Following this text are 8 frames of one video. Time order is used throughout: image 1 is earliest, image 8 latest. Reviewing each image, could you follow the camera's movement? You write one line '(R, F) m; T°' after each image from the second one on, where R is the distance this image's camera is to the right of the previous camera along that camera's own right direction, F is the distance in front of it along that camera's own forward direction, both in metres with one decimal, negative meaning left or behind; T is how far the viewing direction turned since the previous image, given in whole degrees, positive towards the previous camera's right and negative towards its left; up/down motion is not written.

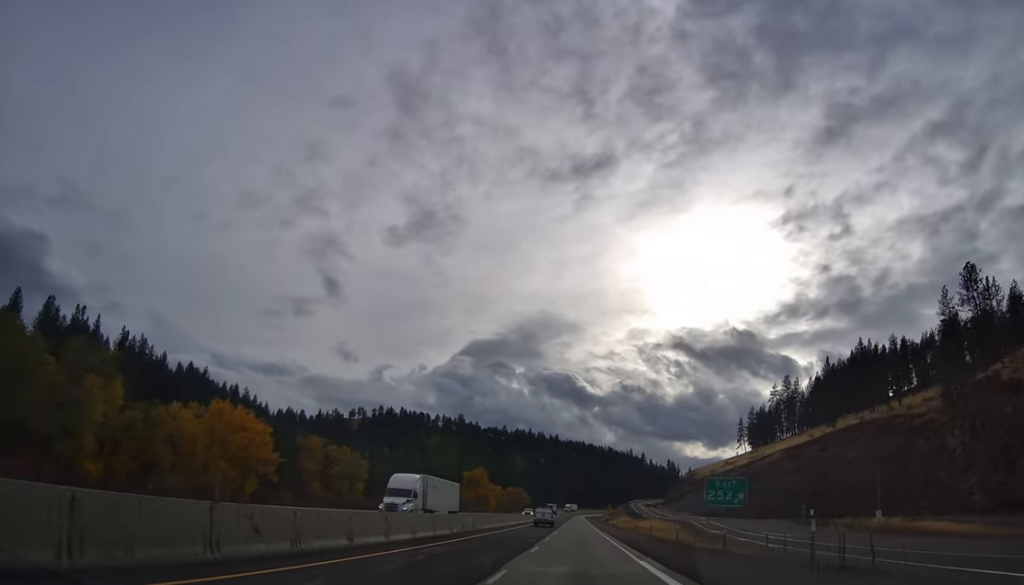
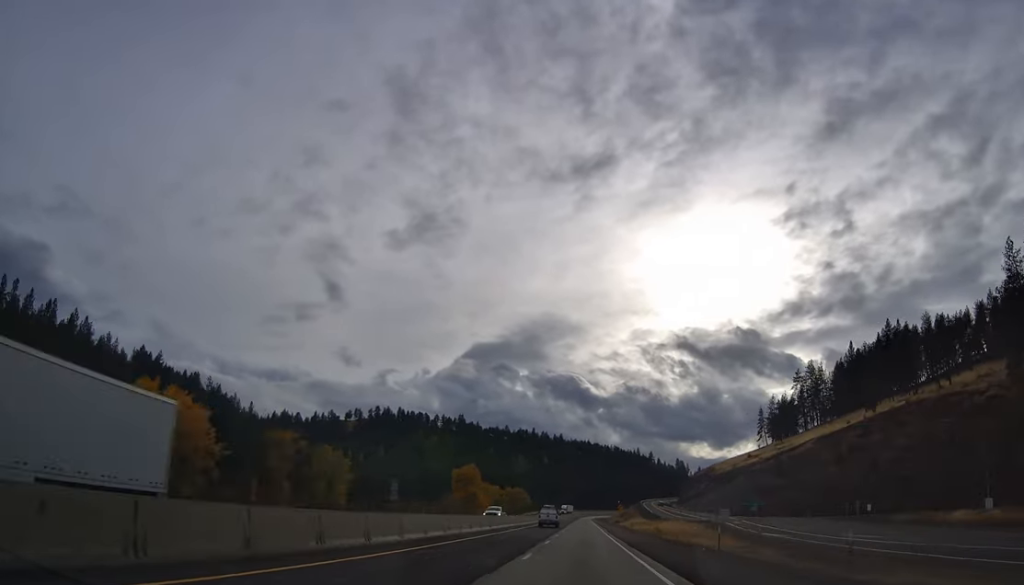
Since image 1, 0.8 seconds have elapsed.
(-0.1, +29.3) m; 0°
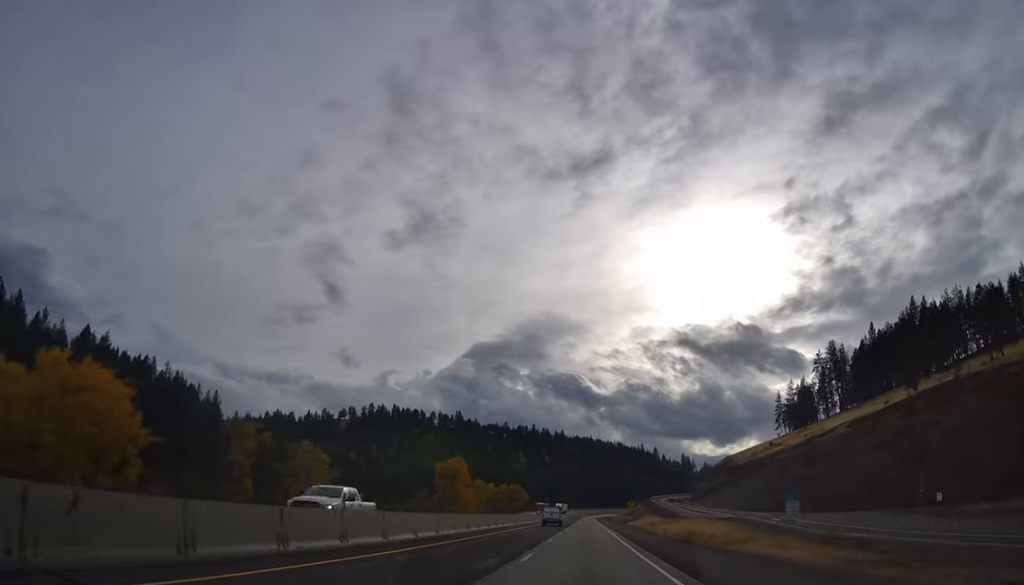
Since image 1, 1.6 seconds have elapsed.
(0.0, +25.7) m; 0°
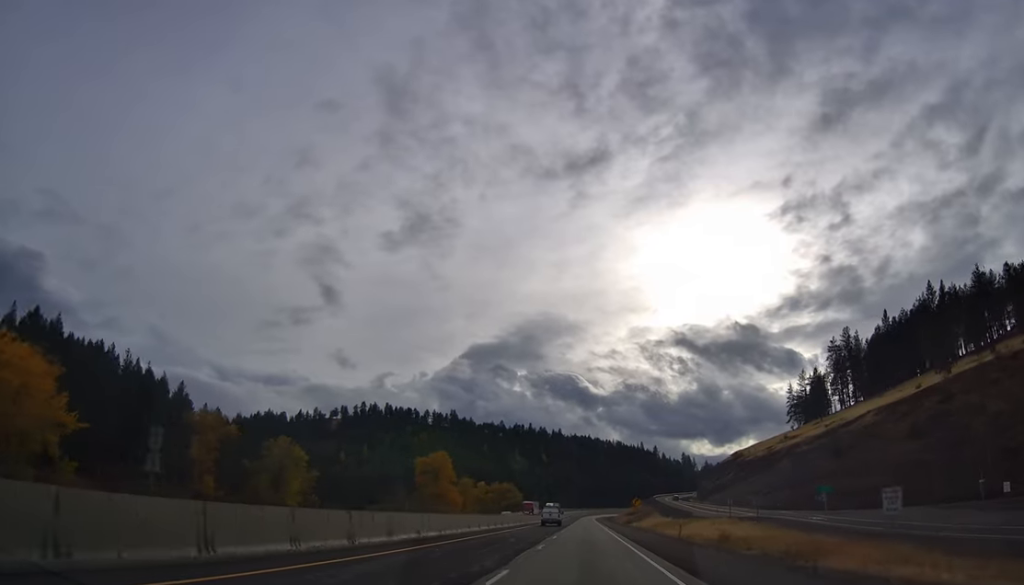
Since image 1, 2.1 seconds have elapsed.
(0.0, +18.7) m; -1°
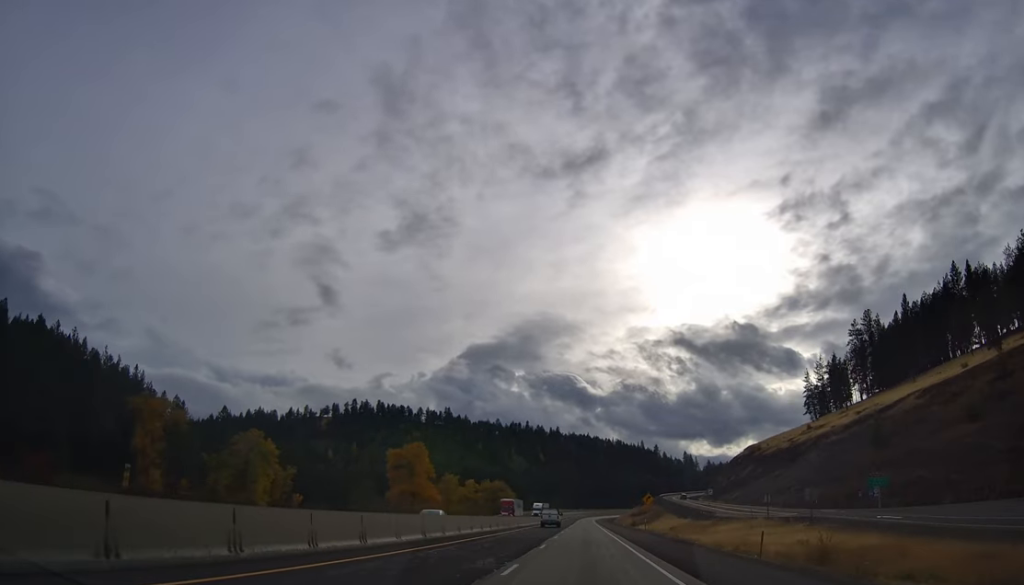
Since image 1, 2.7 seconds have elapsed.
(0.0, +22.2) m; -1°
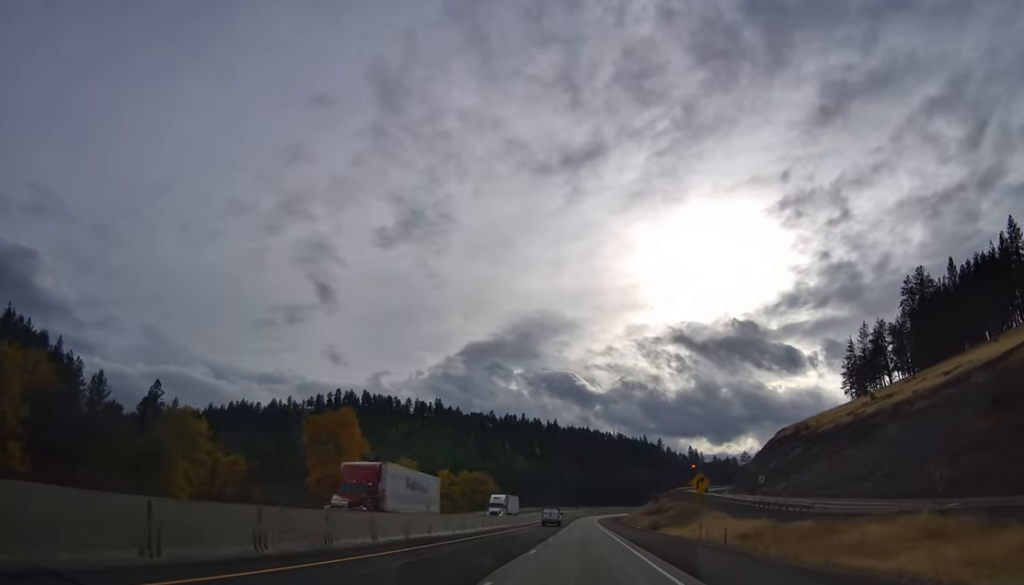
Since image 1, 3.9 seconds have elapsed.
(-0.6, +41.7) m; 0°
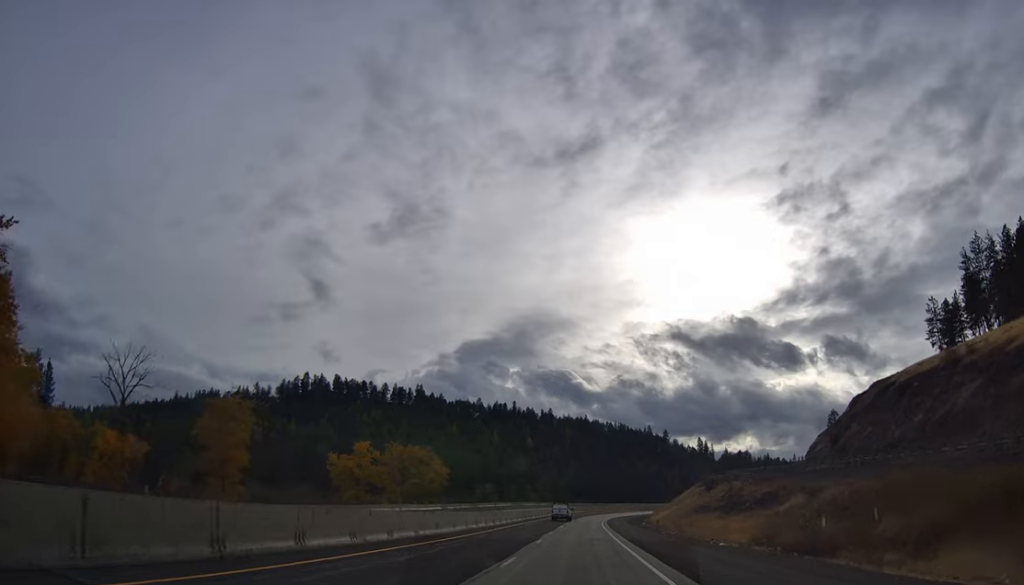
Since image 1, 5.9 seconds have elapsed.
(+0.6, +68.7) m; -1°
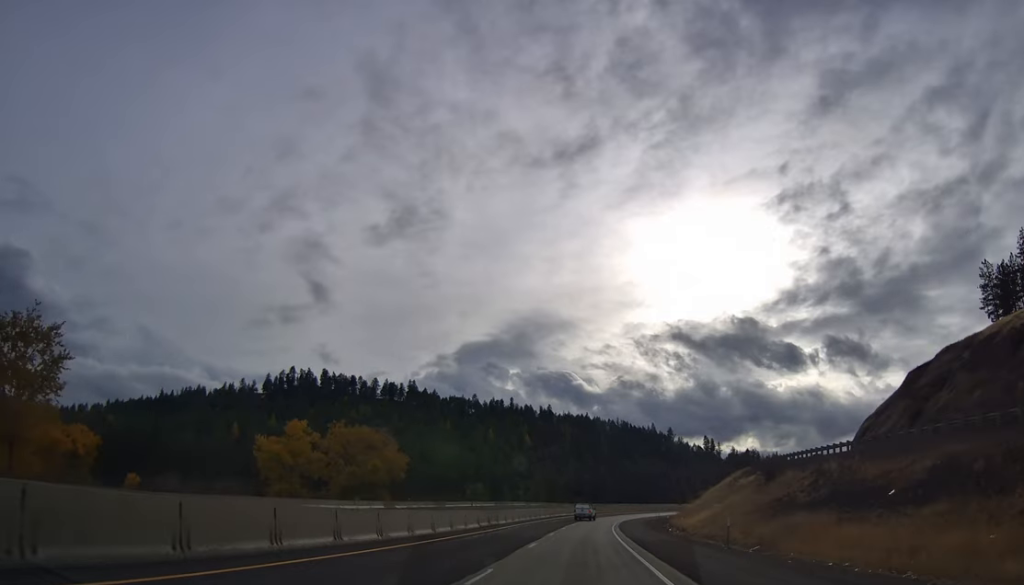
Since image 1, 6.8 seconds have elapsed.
(-0.6, +29.1) m; 0°
